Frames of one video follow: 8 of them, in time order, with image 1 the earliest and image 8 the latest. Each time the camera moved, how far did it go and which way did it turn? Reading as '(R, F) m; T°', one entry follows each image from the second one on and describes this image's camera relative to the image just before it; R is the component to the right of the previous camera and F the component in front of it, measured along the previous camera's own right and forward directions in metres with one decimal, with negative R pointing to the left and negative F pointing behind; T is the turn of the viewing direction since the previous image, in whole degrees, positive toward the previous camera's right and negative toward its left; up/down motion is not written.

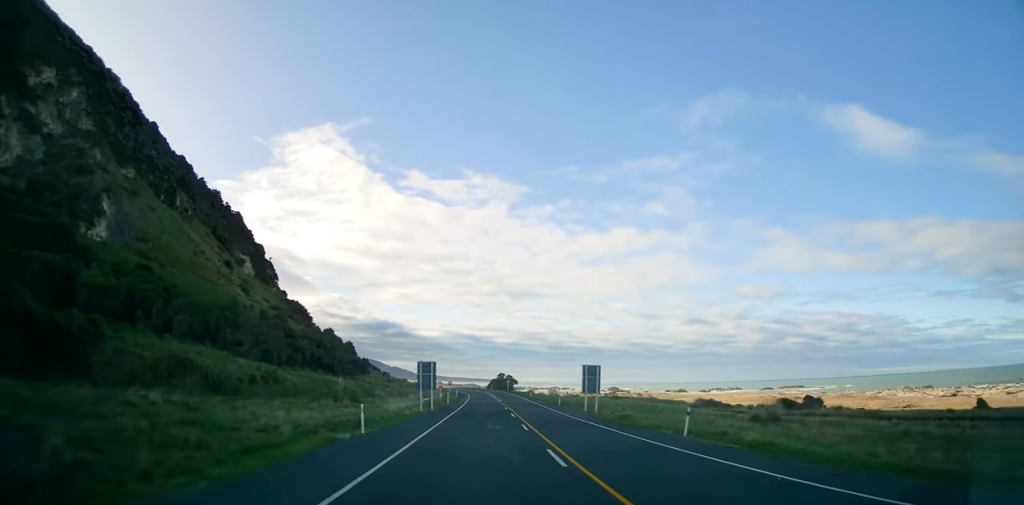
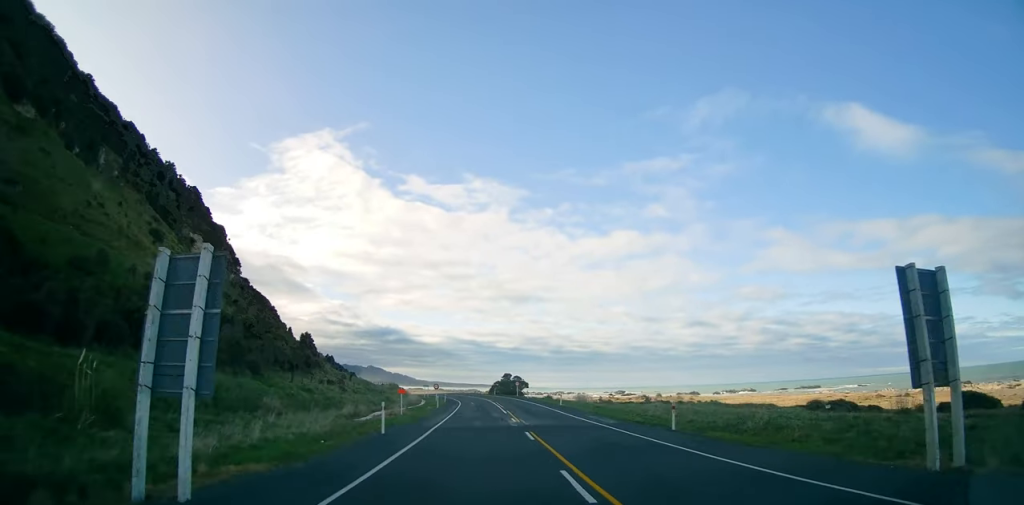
(+0.1, +32.7) m; -3°
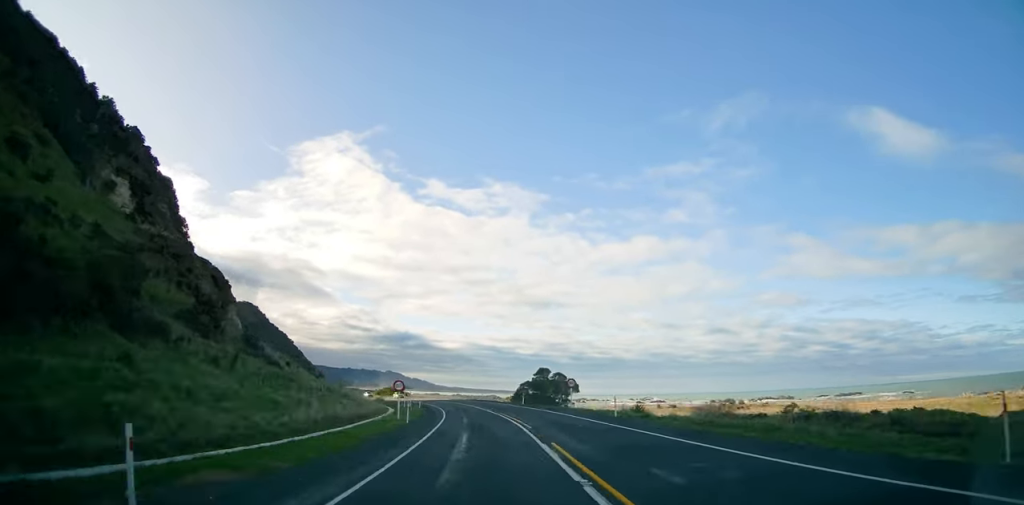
(-0.3, +43.4) m; -4°
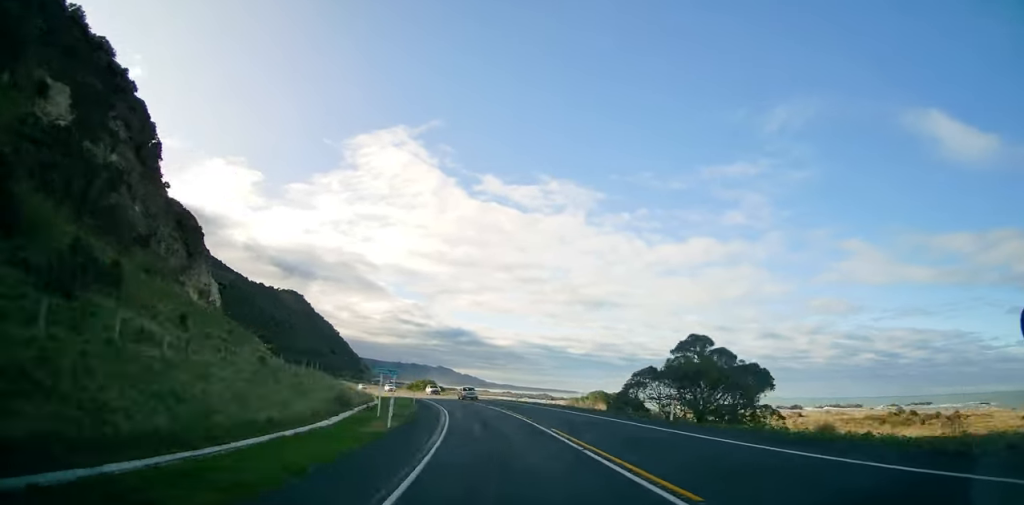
(-3.0, +37.0) m; -4°
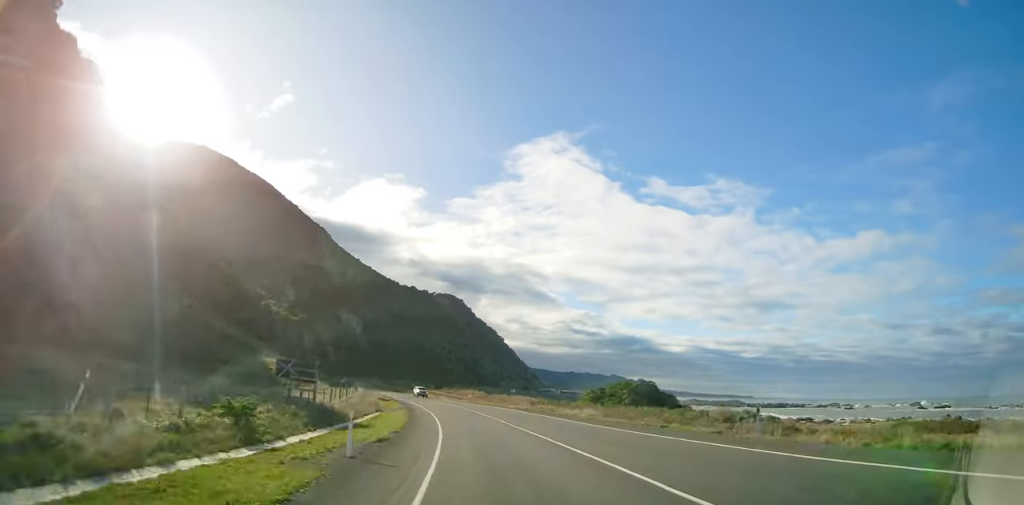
(-8.7, +96.9) m; -15°
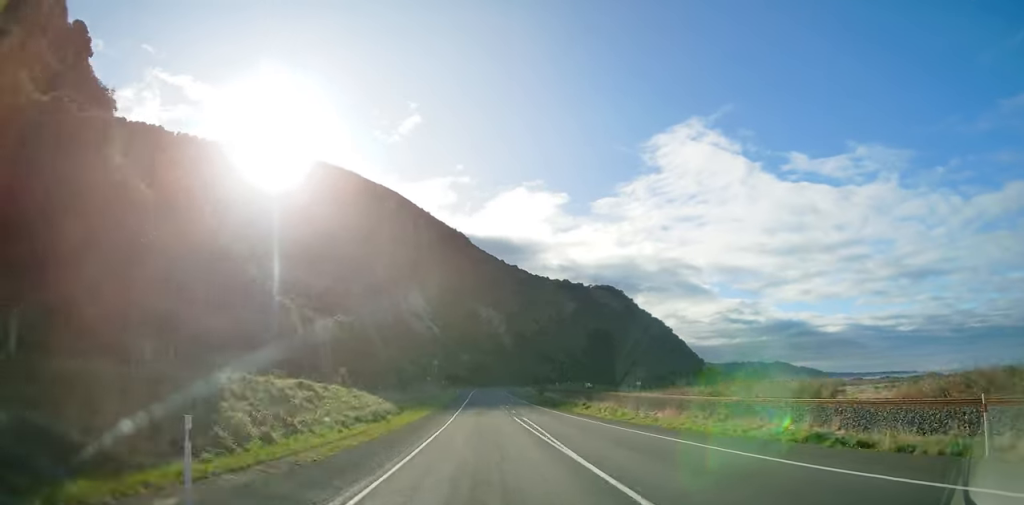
(-16.1, +92.1) m; -13°
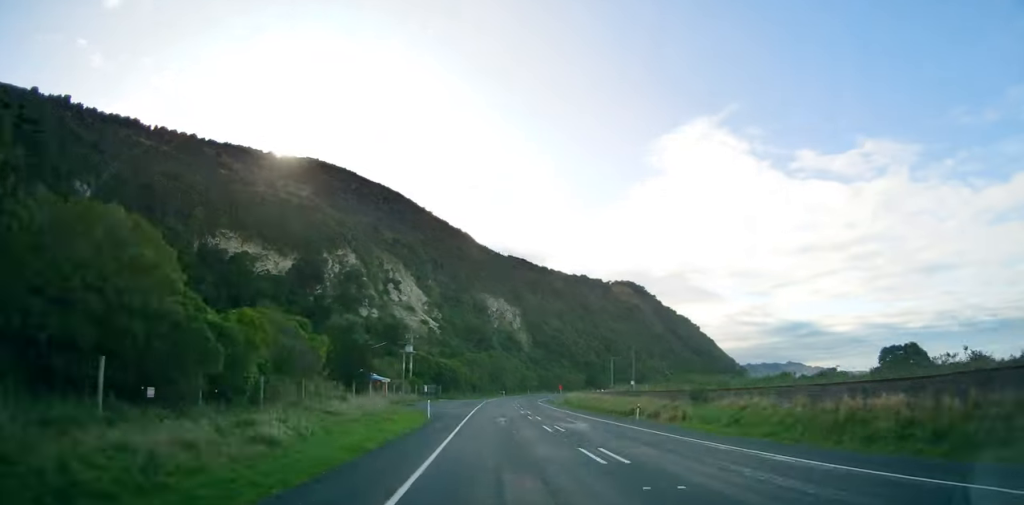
(-2.4, +68.0) m; -1°
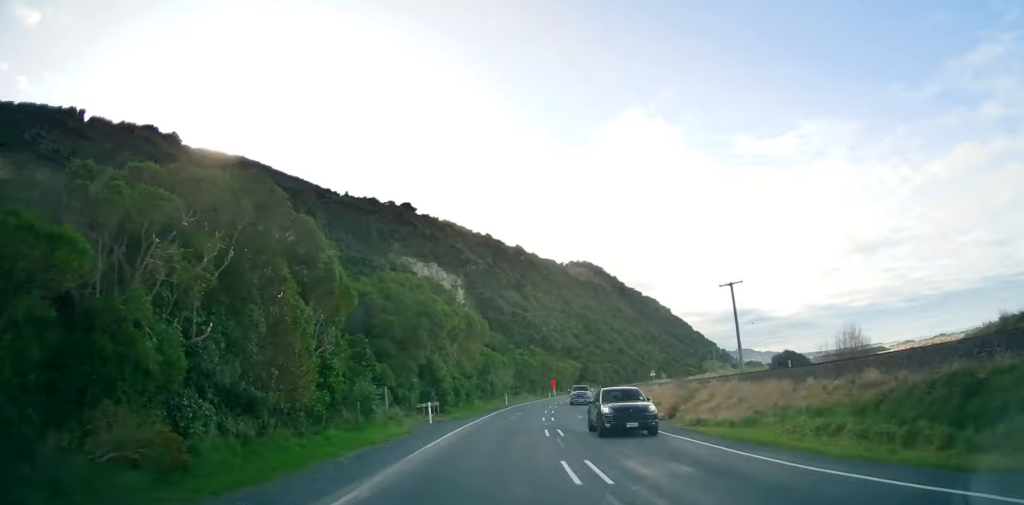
(+5.3, +101.8) m; +8°
